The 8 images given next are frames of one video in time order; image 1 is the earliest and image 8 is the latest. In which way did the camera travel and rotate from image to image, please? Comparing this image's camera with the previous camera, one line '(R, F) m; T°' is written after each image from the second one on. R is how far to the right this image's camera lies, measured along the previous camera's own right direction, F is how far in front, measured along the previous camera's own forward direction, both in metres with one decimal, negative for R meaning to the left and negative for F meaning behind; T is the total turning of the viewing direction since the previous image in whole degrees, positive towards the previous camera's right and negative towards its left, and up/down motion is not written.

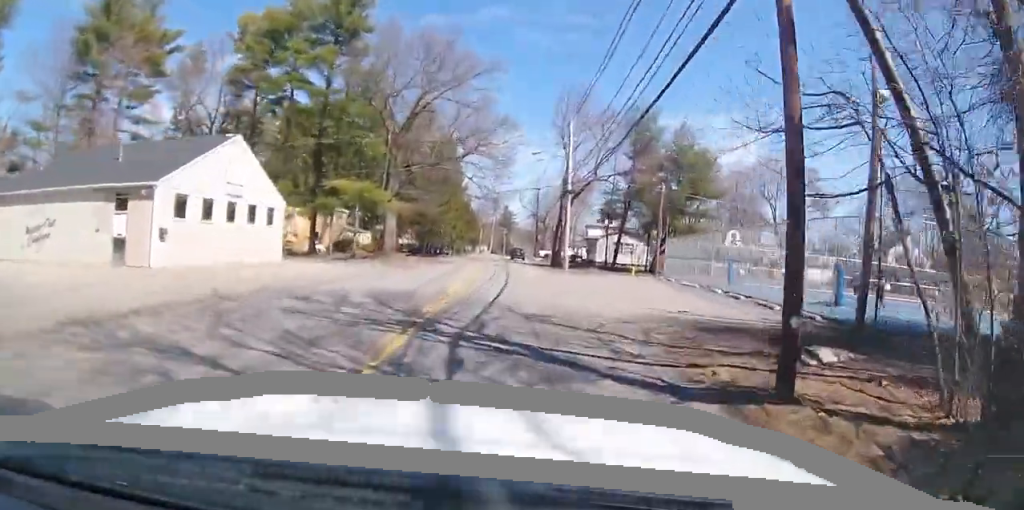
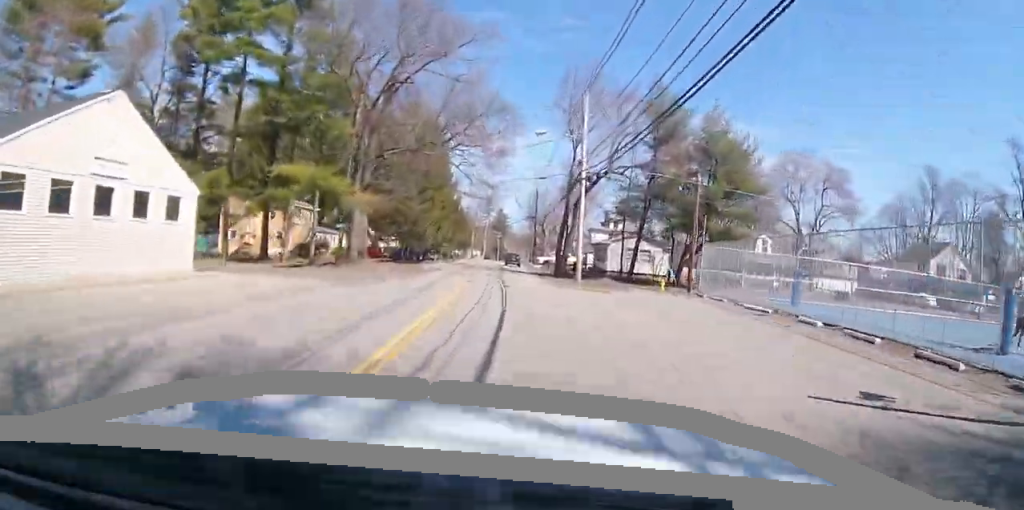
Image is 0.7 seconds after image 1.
(+0.6, +10.0) m; +2°
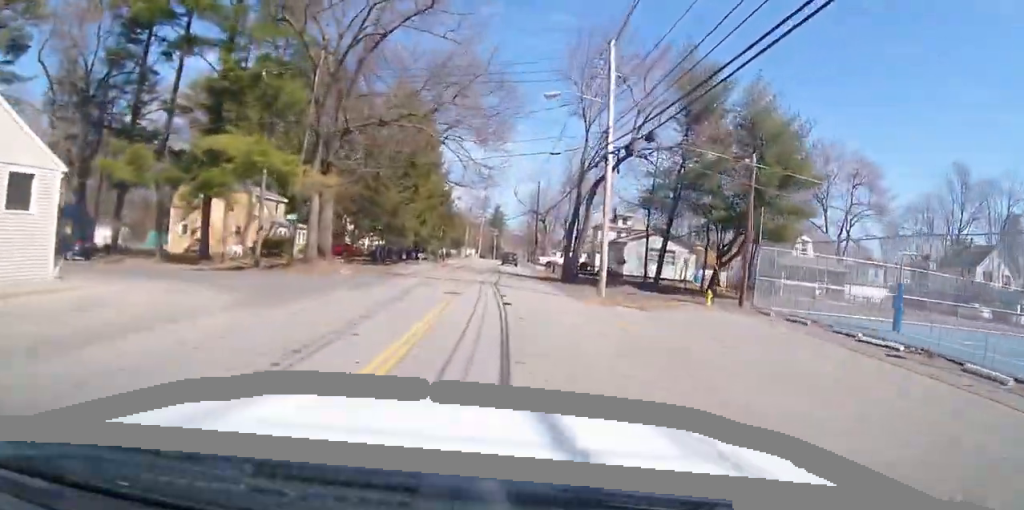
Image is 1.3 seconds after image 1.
(+0.2, +9.0) m; +1°
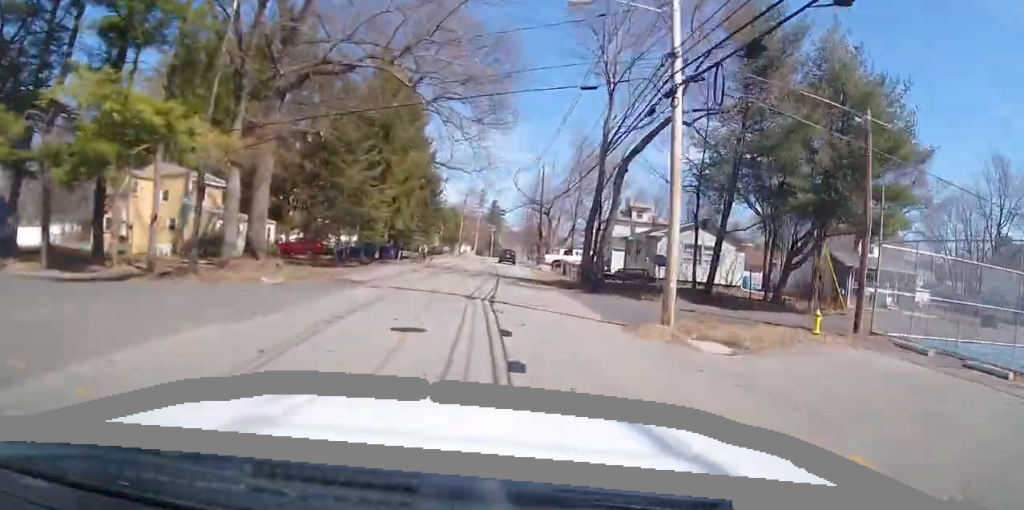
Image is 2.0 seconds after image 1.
(-0.2, +10.5) m; 0°
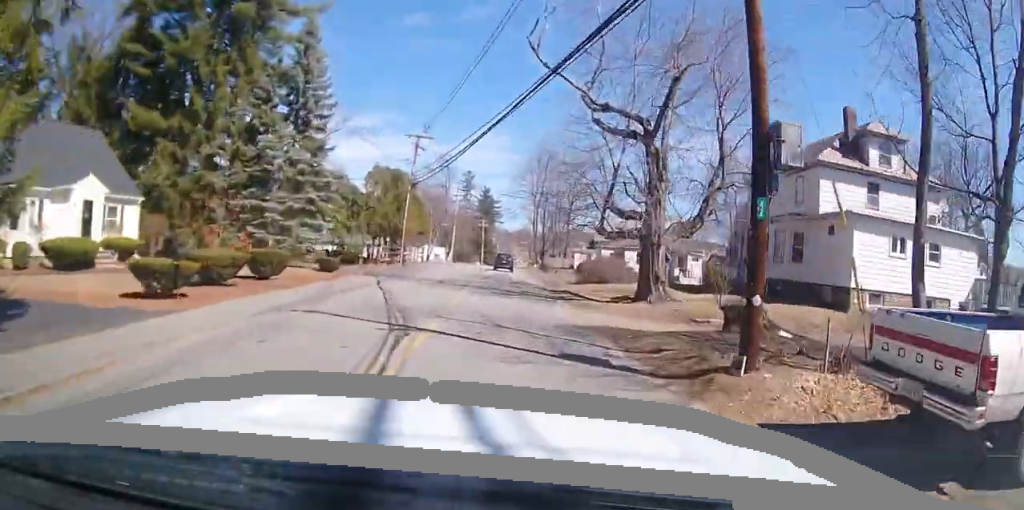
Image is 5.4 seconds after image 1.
(+4.0, +51.2) m; +6°
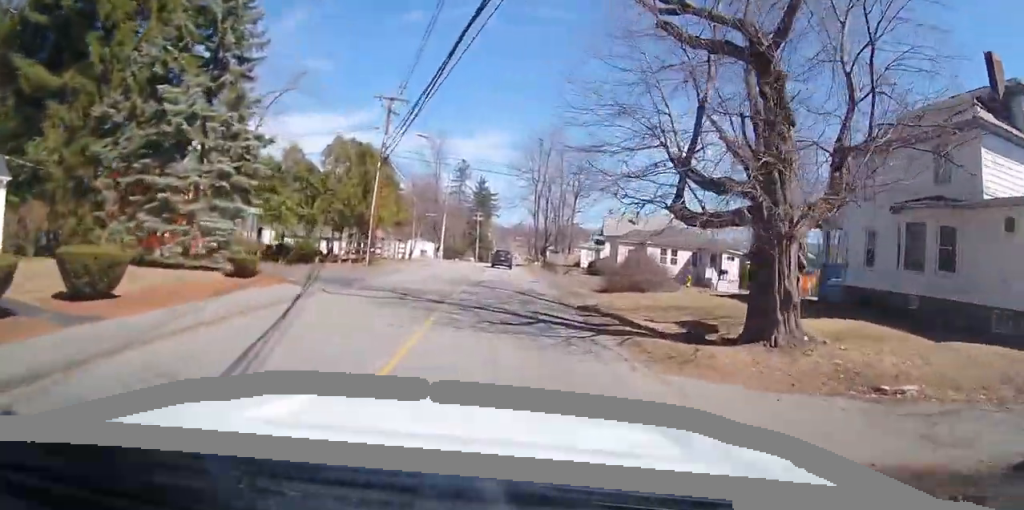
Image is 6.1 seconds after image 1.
(-0.1, +10.4) m; 0°
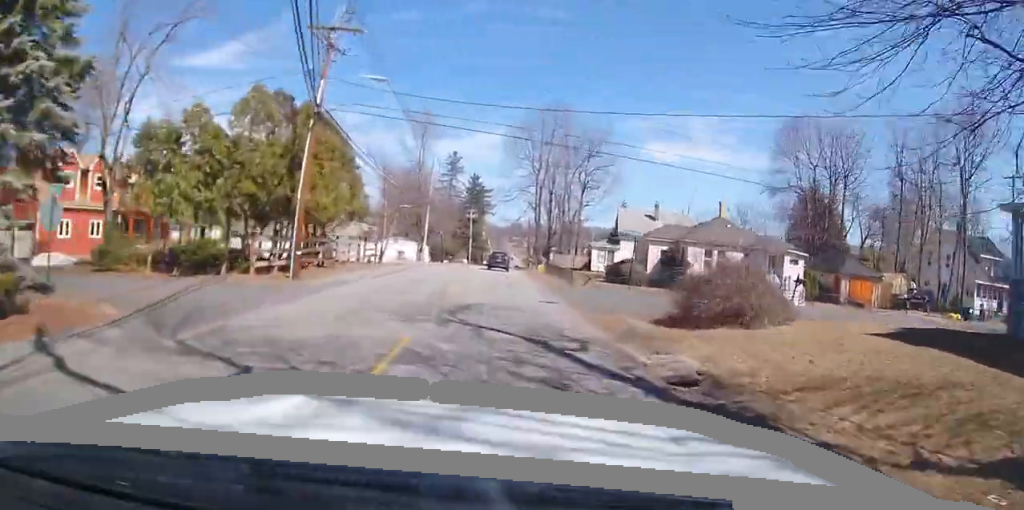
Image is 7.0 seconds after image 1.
(+0.1, +12.0) m; 0°
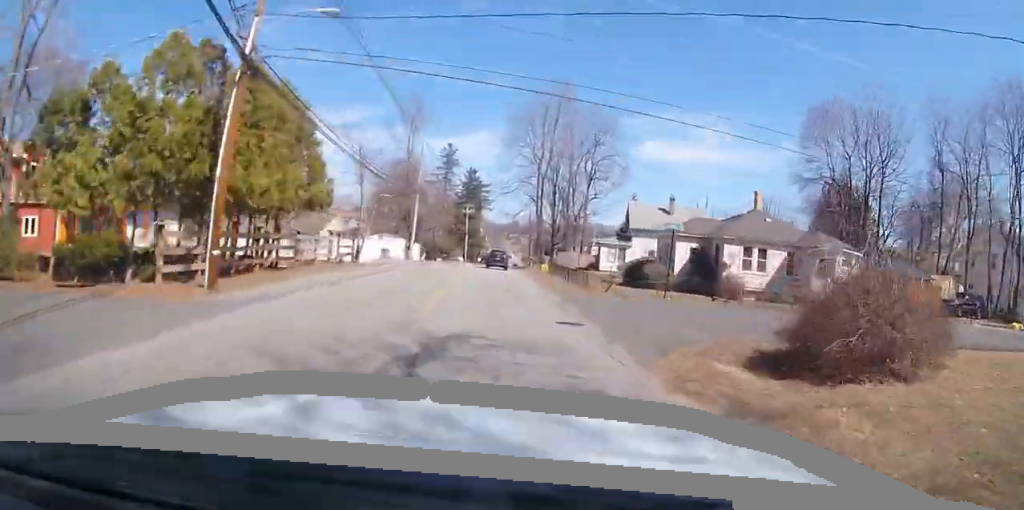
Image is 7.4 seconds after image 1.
(-0.1, +6.5) m; -1°
